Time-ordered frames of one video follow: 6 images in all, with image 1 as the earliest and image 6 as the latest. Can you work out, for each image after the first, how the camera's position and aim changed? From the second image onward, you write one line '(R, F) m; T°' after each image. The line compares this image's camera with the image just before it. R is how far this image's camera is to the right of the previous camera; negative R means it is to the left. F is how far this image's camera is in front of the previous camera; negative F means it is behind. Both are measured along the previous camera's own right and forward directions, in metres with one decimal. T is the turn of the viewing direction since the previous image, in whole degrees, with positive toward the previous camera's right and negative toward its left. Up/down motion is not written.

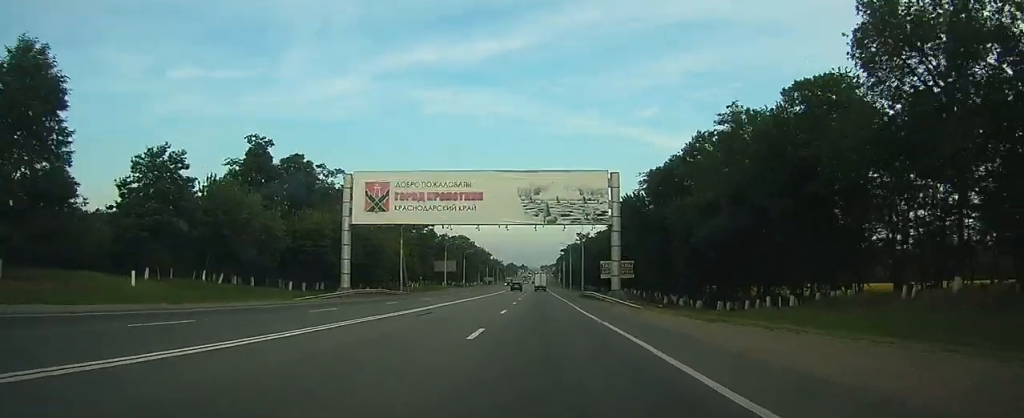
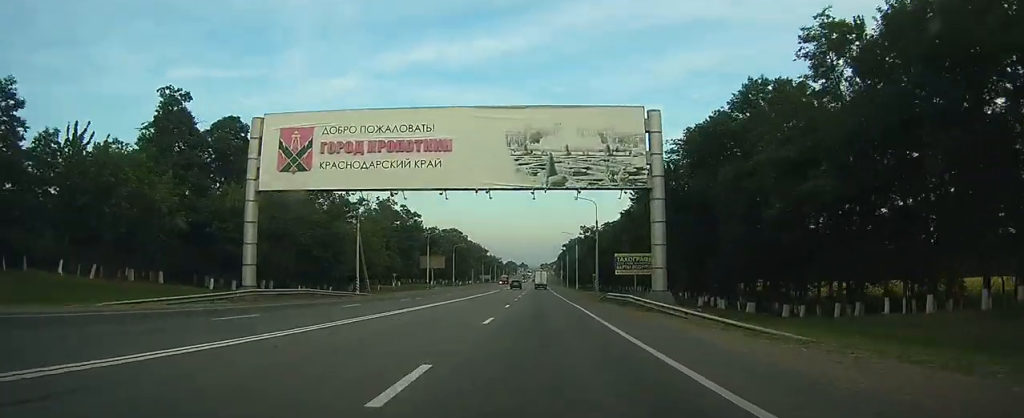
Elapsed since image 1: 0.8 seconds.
(-0.1, +19.9) m; 0°
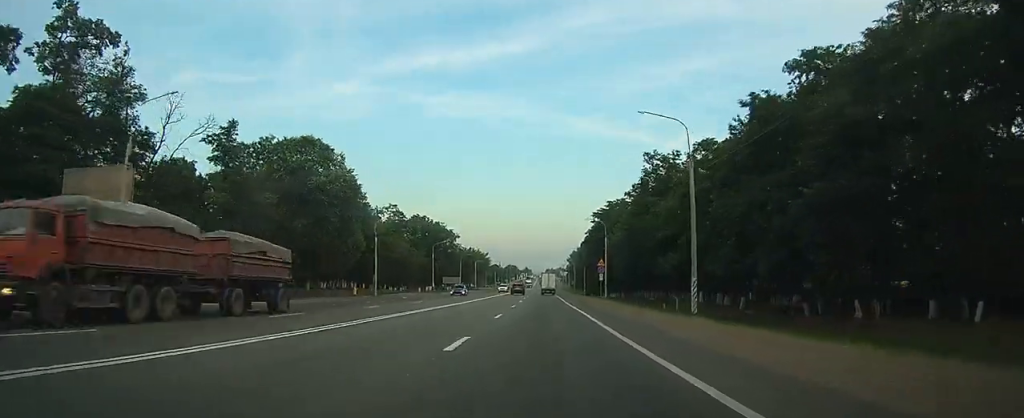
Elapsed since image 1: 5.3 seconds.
(-0.4, +116.1) m; -2°
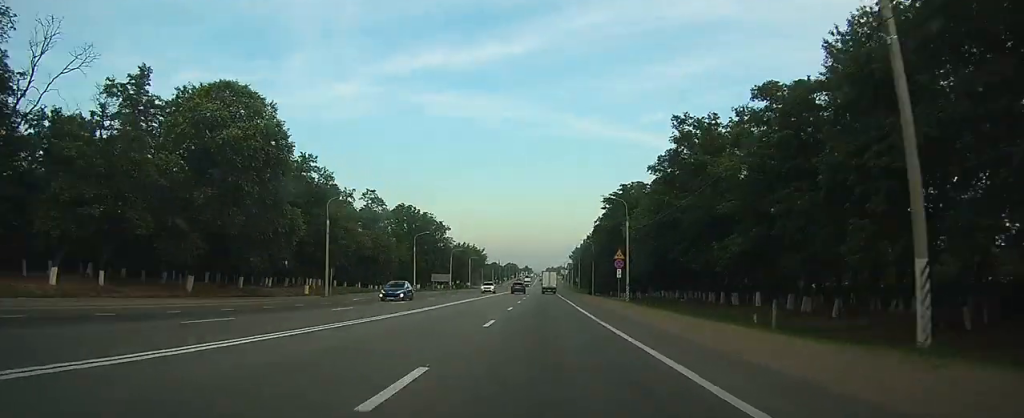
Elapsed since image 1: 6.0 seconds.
(-0.1, +17.6) m; 0°
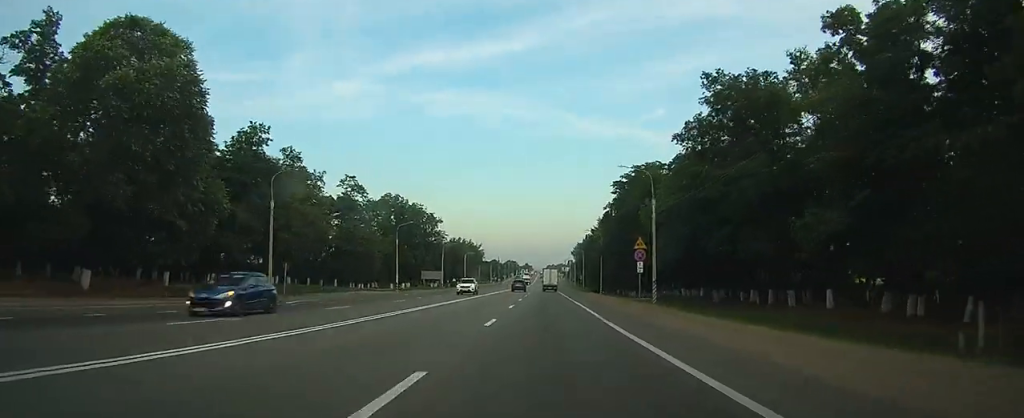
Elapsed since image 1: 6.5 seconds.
(0.0, +12.5) m; 0°
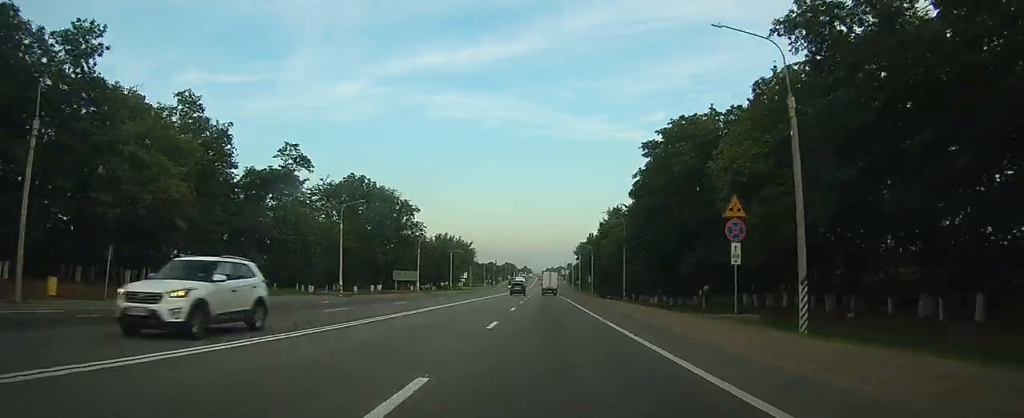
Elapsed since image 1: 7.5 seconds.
(+0.1, +24.3) m; 0°
